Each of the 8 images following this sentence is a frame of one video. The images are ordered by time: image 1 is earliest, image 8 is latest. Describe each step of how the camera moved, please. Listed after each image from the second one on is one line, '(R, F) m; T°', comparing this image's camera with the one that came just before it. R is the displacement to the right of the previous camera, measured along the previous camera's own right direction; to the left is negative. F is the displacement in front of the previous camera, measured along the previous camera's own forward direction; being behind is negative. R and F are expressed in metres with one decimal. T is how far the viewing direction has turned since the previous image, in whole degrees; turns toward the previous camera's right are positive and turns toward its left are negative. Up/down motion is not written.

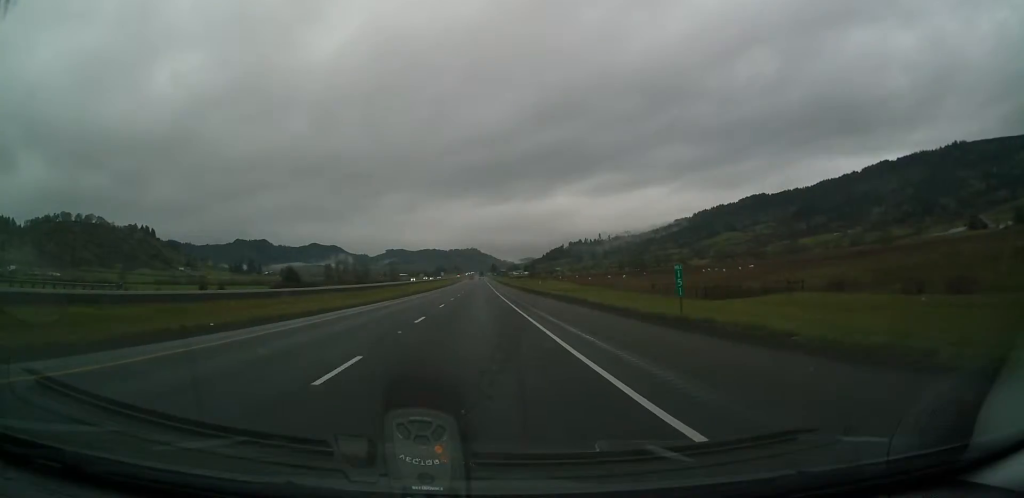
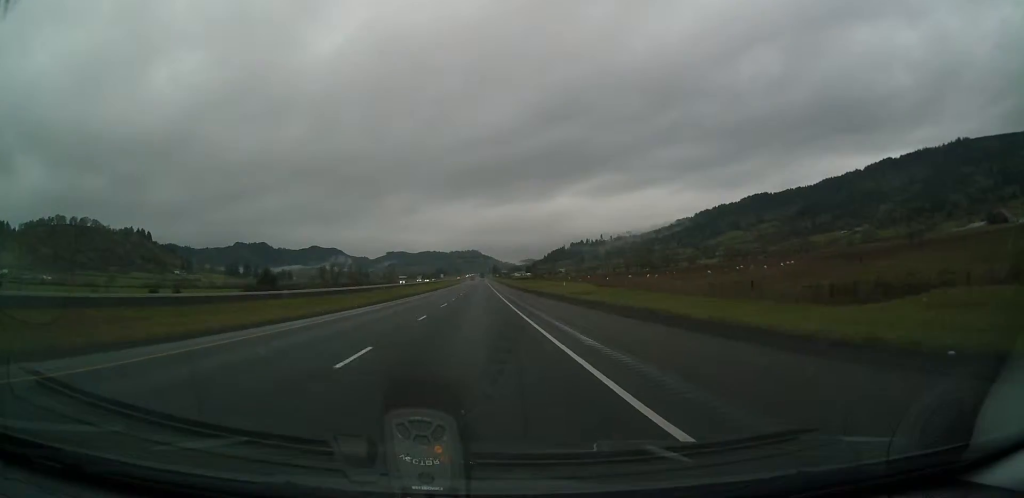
(+0.1, +22.8) m; 0°
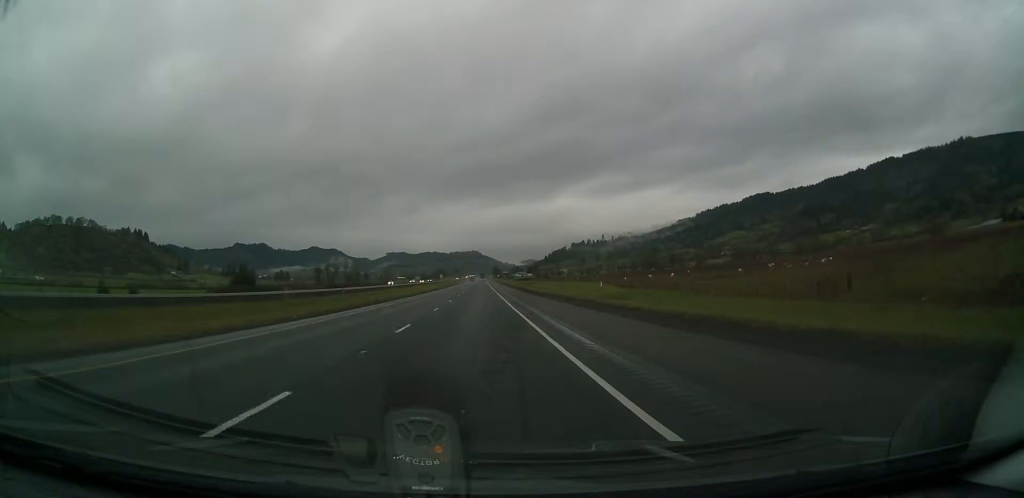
(0.0, +17.4) m; 0°
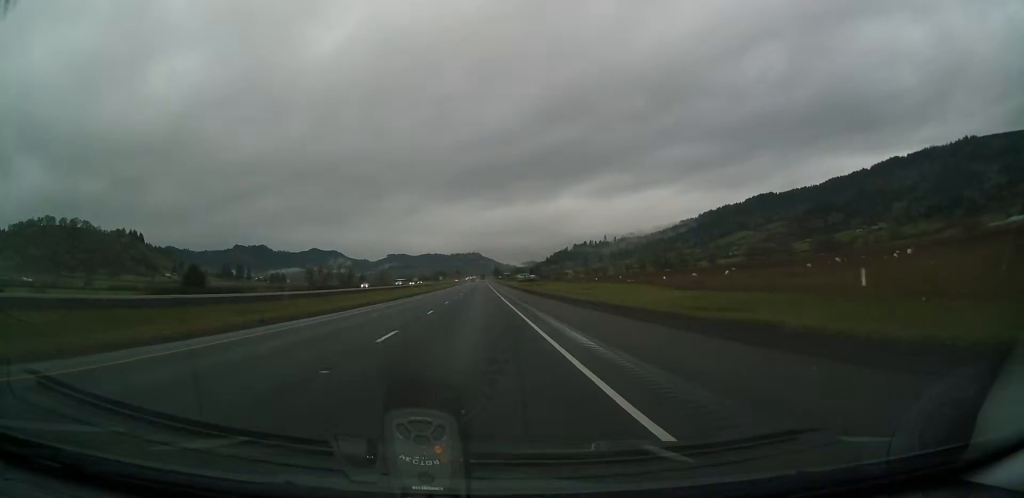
(0.0, +27.2) m; 0°
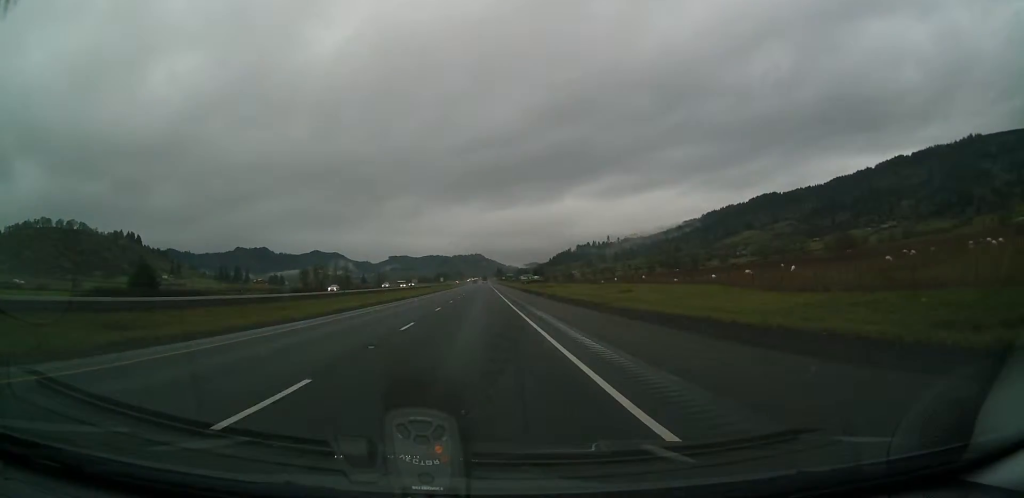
(-0.1, +20.6) m; +1°
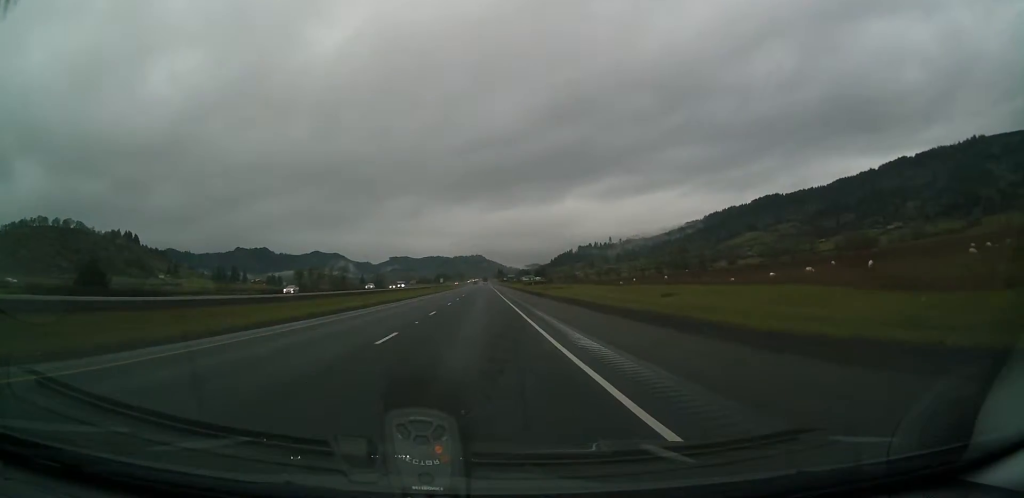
(0.0, +16.2) m; 0°
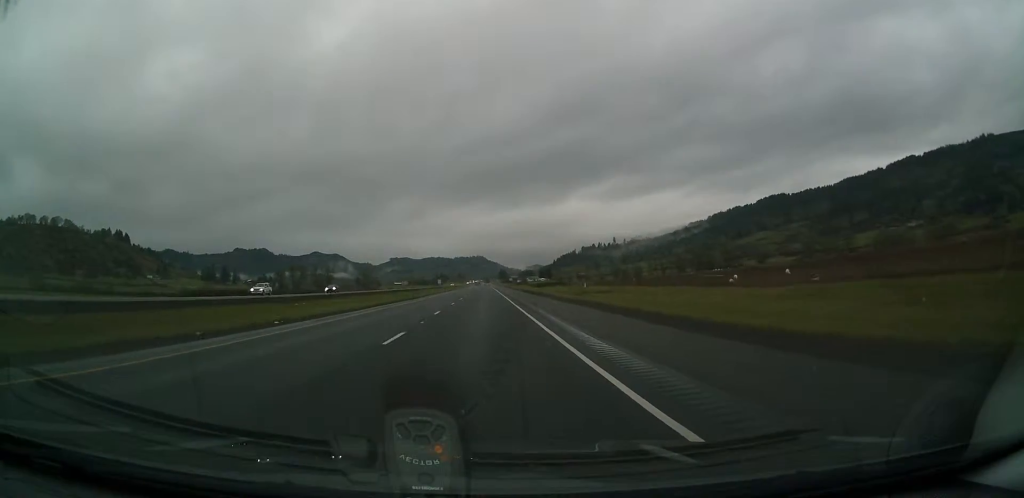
(0.0, +48.7) m; -1°
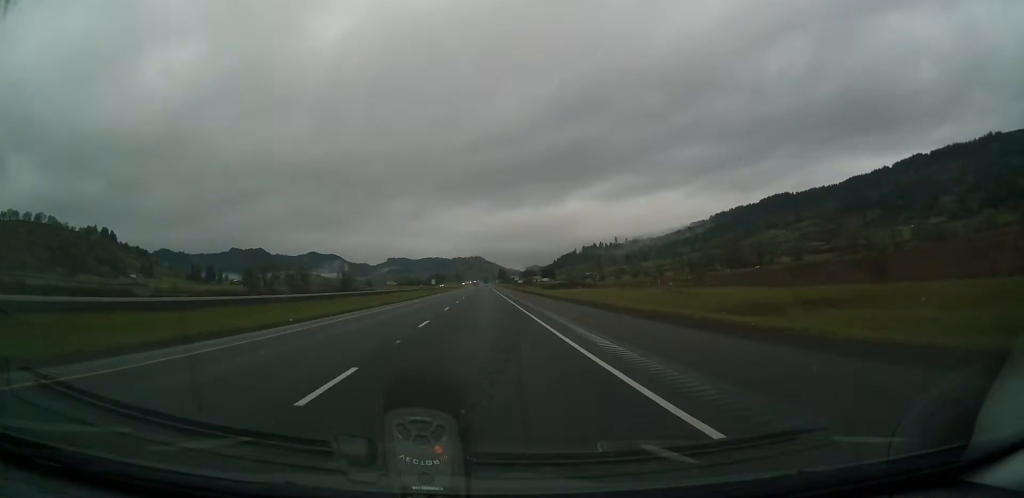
(0.0, +55.1) m; 0°
